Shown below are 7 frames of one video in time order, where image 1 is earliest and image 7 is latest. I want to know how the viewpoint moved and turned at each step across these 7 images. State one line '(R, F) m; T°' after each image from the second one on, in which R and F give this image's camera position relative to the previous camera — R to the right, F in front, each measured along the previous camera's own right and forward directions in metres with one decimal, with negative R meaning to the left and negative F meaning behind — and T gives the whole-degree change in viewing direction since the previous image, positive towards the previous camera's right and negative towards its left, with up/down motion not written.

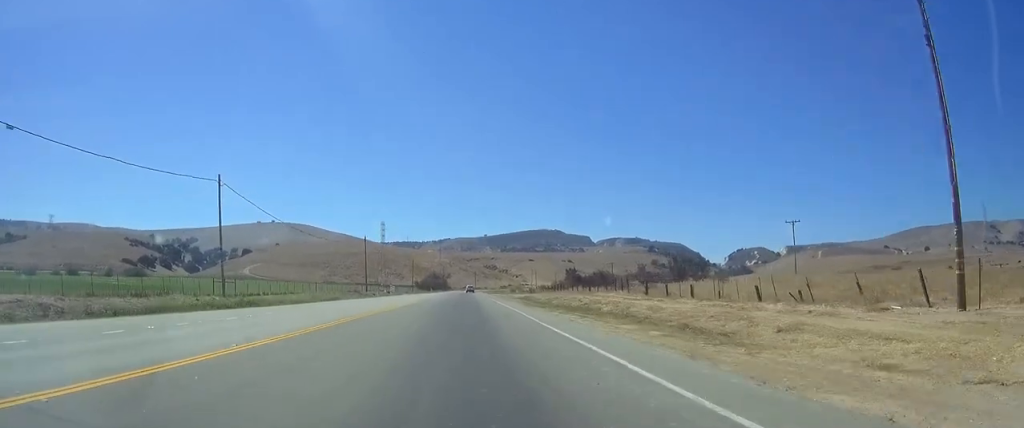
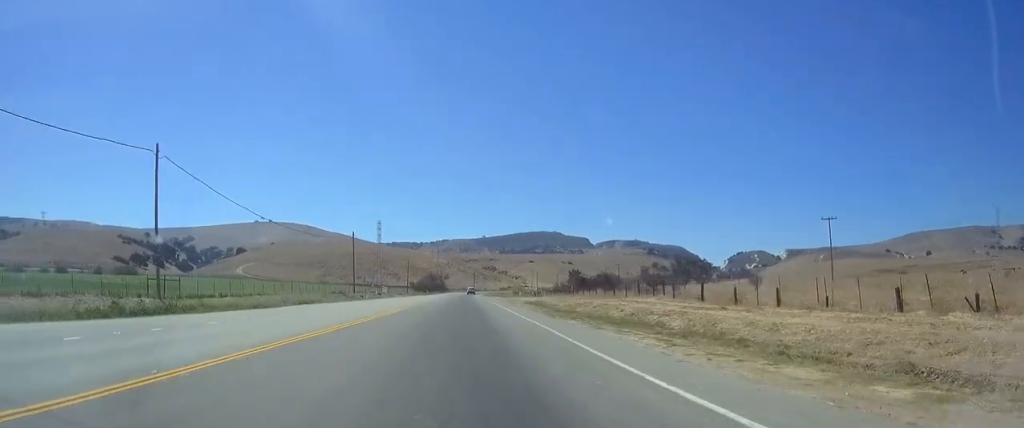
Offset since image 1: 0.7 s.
(+0.1, +11.9) m; +1°
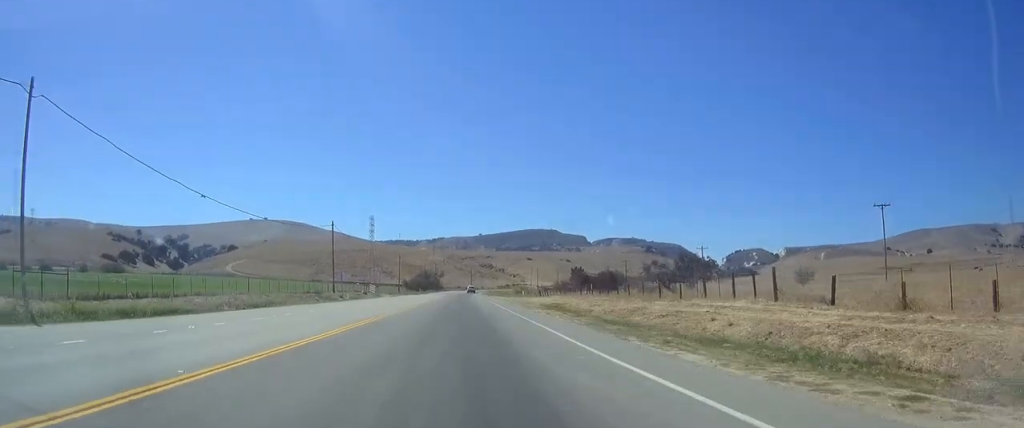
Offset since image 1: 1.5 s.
(+0.1, +14.7) m; 0°
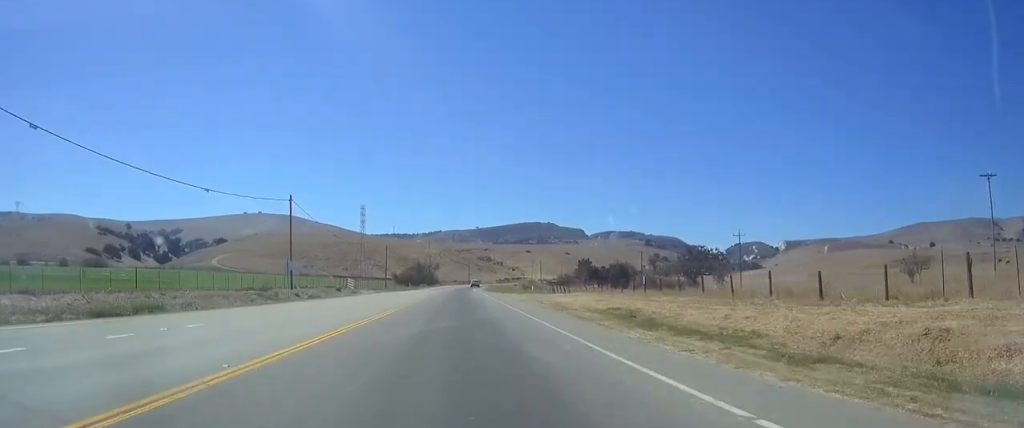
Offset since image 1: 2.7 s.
(-0.1, +21.9) m; 0°
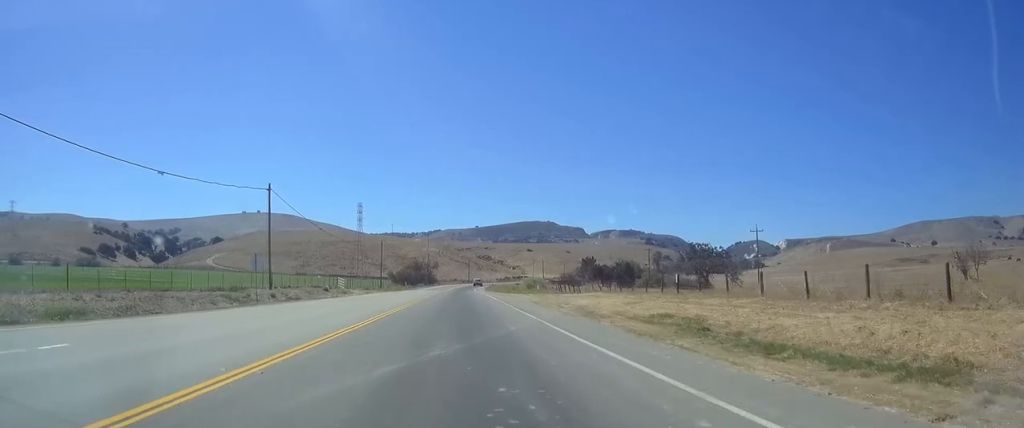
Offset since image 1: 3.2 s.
(-0.1, +8.0) m; 0°
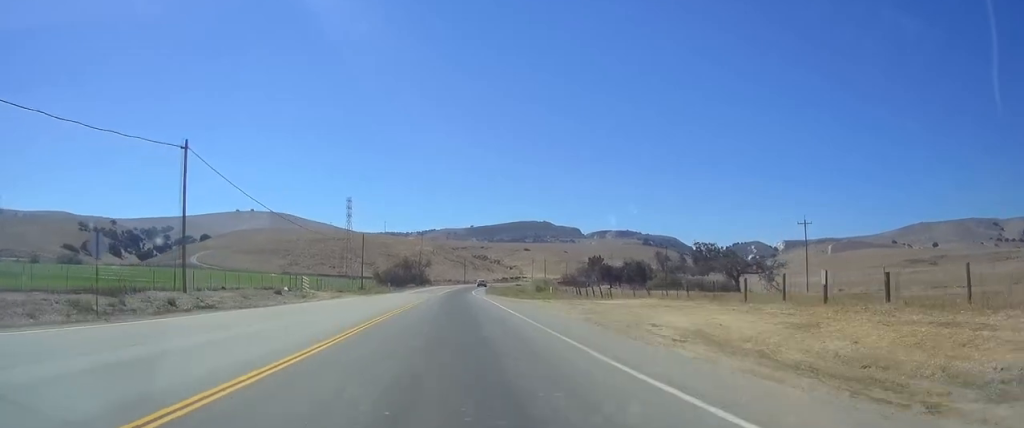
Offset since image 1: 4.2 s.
(+0.5, +19.0) m; +3°
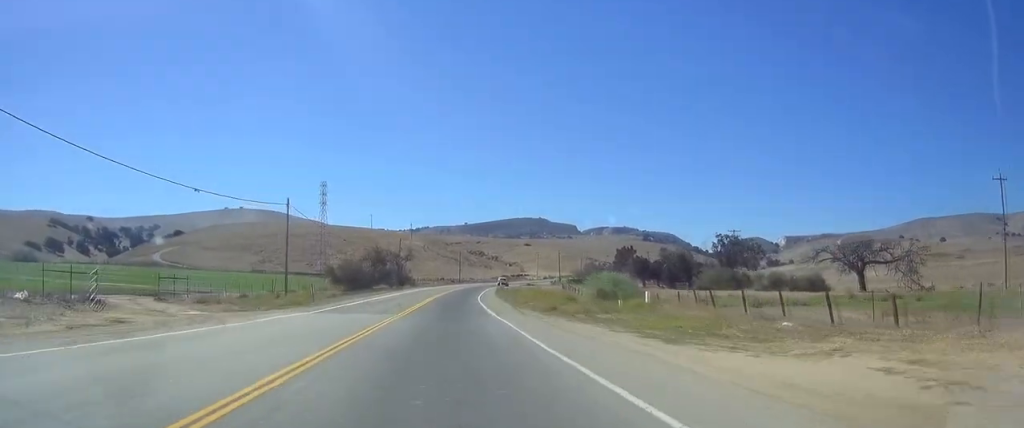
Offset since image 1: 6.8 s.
(+0.6, +43.1) m; 0°
